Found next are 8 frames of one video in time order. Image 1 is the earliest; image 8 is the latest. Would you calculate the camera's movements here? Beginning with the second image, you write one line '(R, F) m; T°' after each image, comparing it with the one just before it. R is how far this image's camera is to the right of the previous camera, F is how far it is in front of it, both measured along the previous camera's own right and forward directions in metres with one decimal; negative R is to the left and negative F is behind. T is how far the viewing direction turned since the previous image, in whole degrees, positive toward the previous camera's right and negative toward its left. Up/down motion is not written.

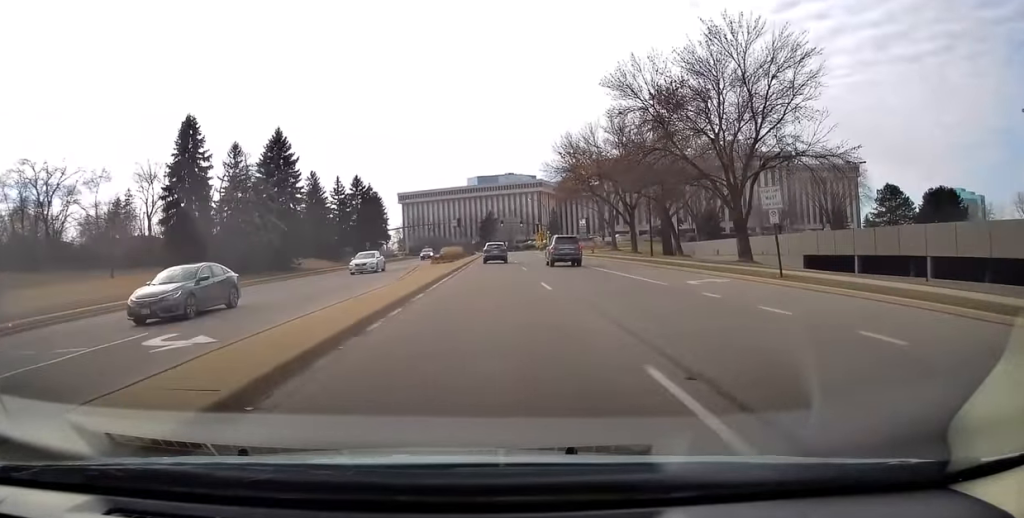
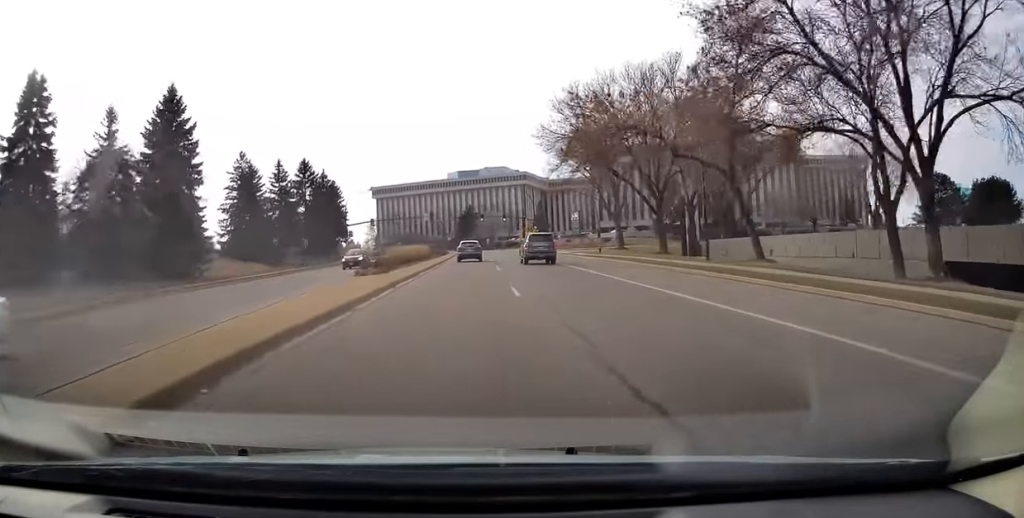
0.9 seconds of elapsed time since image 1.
(+0.3, +18.2) m; +1°
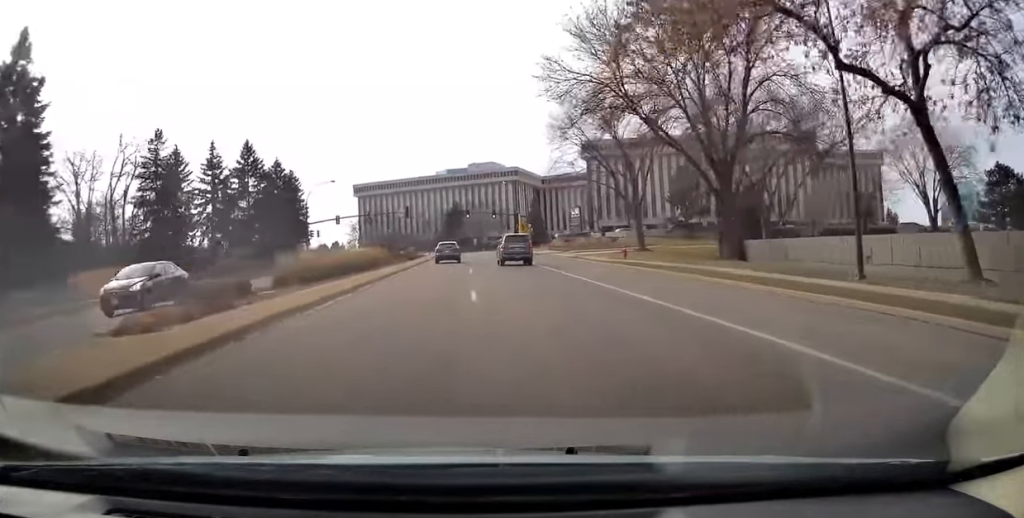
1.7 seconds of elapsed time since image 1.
(0.0, +16.0) m; 0°
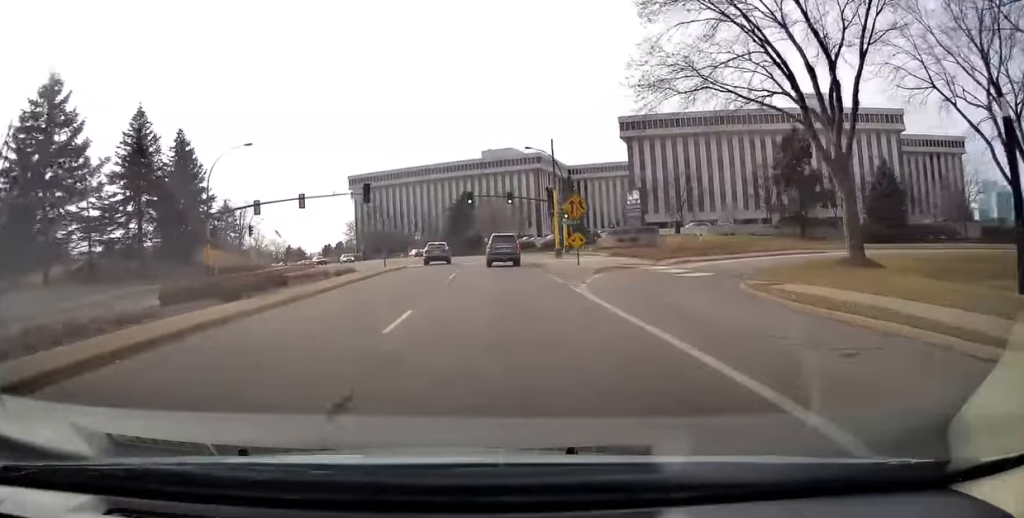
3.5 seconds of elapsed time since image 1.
(+0.7, +34.1) m; 0°
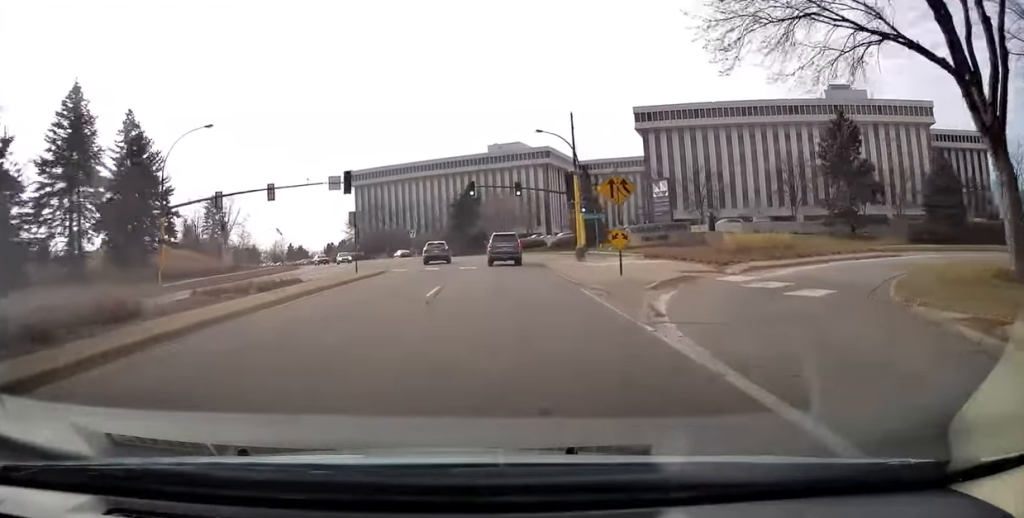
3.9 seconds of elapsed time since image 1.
(-0.1, +8.8) m; -1°
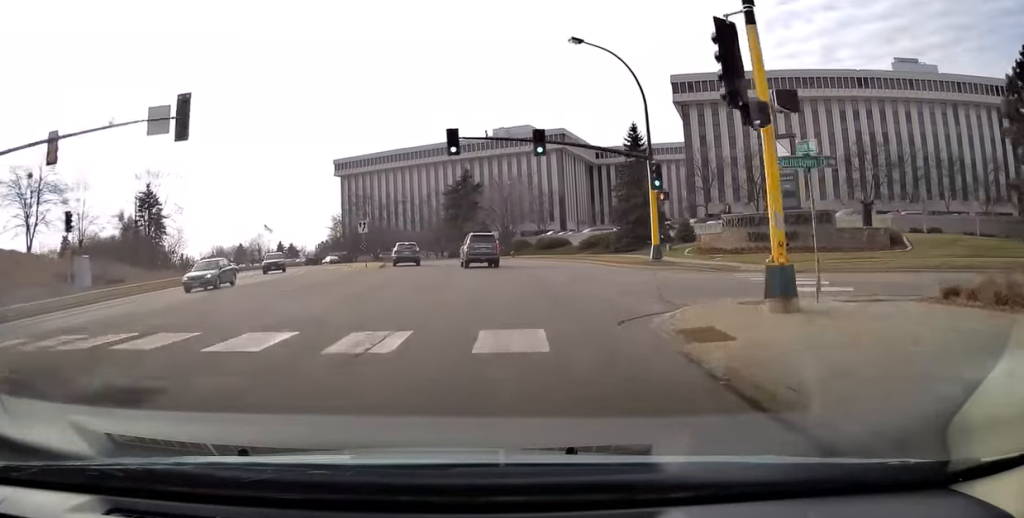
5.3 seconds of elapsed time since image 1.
(-0.6, +24.7) m; -1°
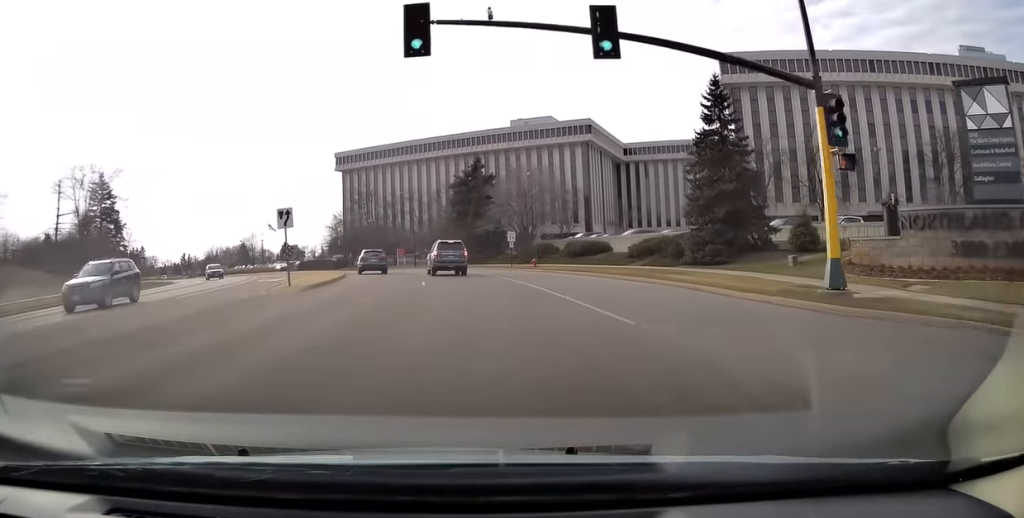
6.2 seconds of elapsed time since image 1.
(0.0, +16.4) m; -2°
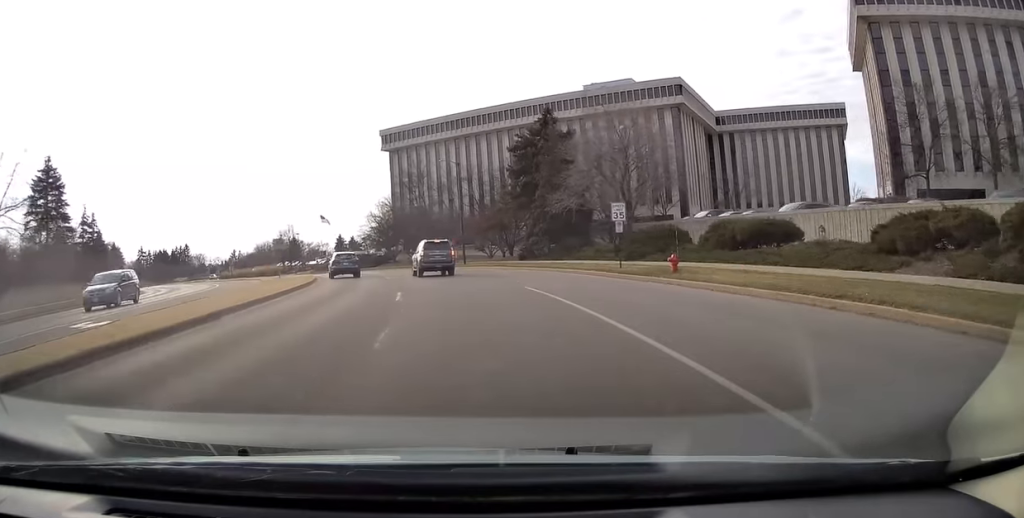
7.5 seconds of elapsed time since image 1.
(-1.2, +23.2) m; -7°
